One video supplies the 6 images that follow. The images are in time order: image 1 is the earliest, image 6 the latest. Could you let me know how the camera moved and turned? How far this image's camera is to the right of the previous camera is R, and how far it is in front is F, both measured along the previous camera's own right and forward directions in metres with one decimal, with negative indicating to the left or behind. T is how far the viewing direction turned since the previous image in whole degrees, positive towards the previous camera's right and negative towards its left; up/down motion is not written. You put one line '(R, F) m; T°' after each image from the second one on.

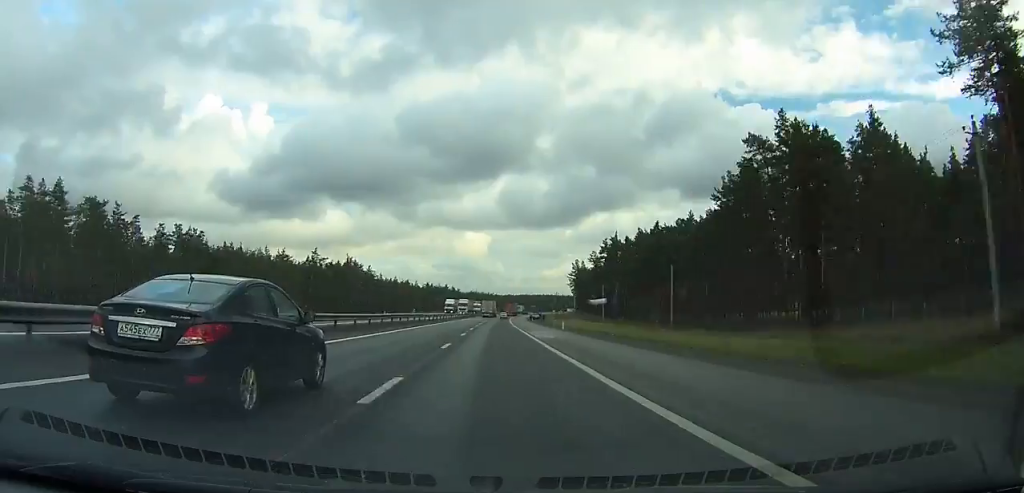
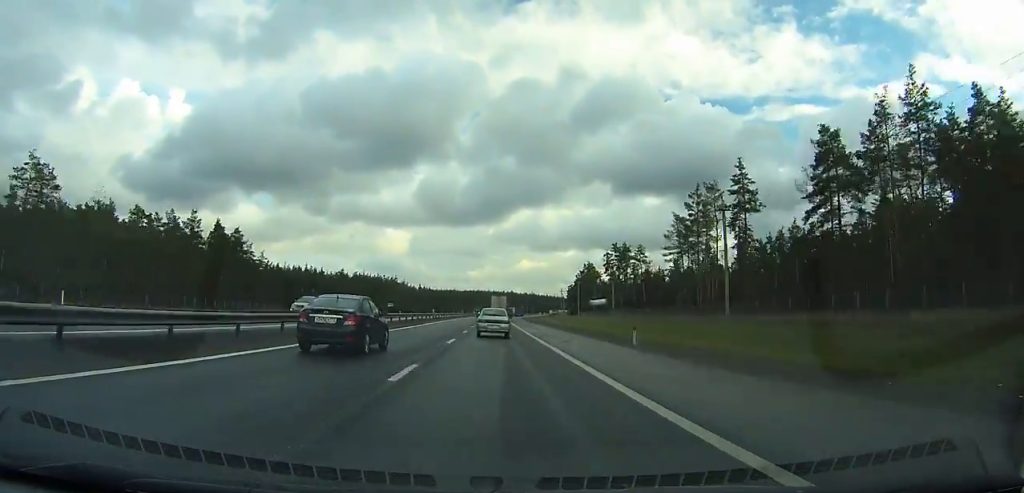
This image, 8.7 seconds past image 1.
(+13.0, +230.4) m; +7°
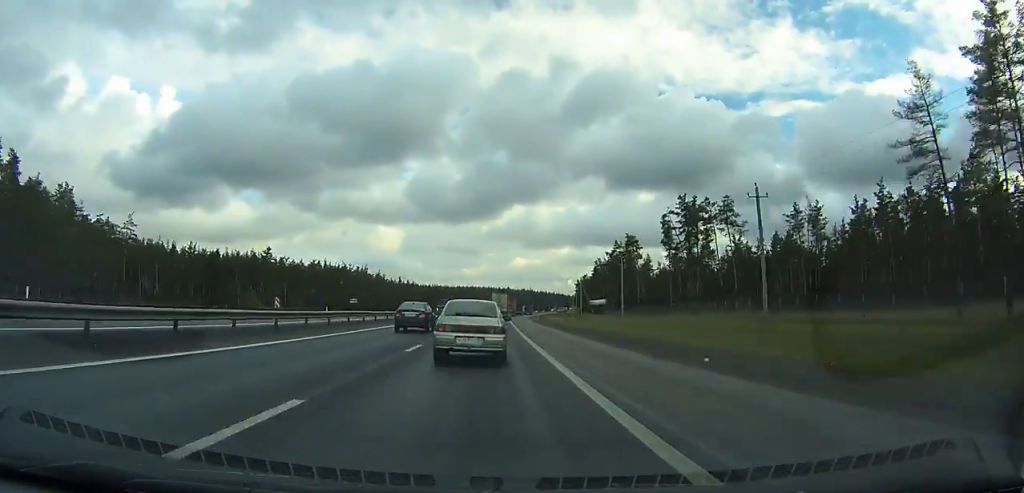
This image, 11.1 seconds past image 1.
(+1.1, +53.9) m; +1°
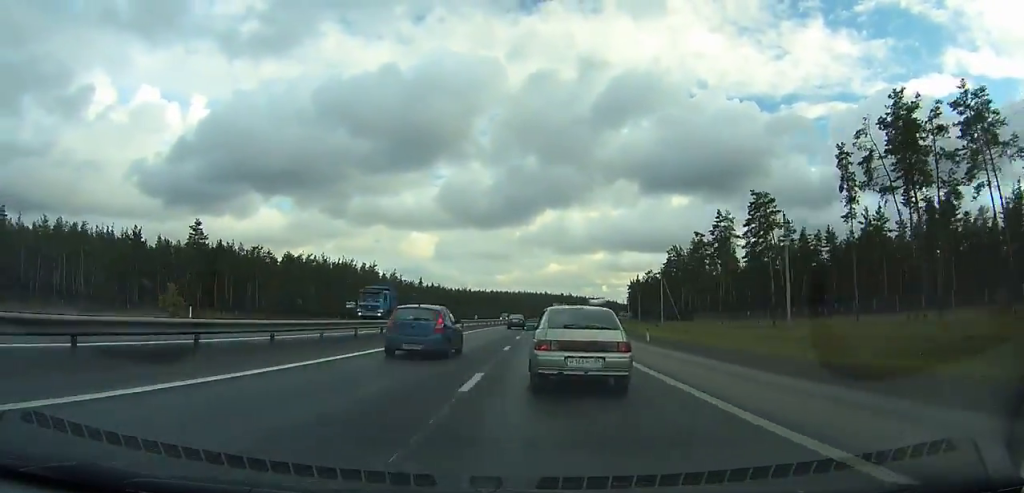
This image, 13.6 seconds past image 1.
(+0.2, +51.6) m; 0°
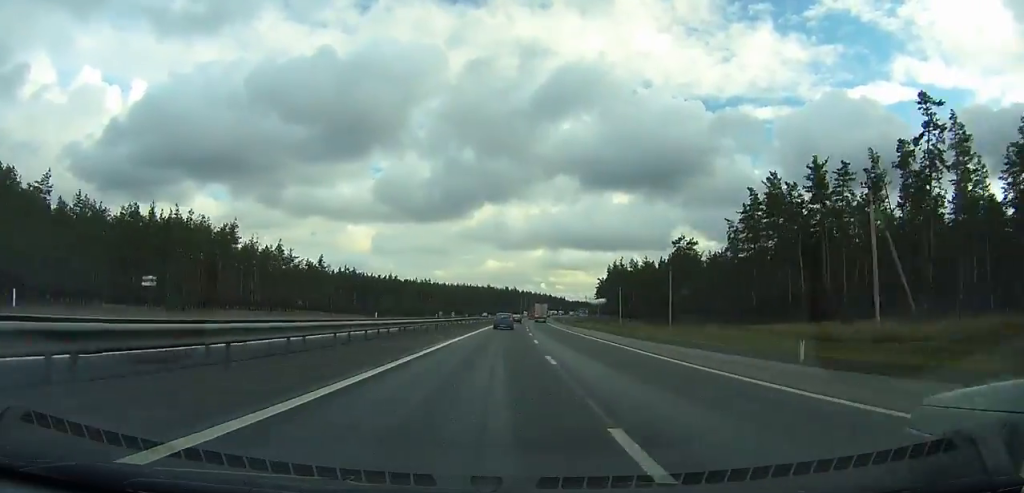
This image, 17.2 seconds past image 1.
(+0.3, +70.0) m; +3°
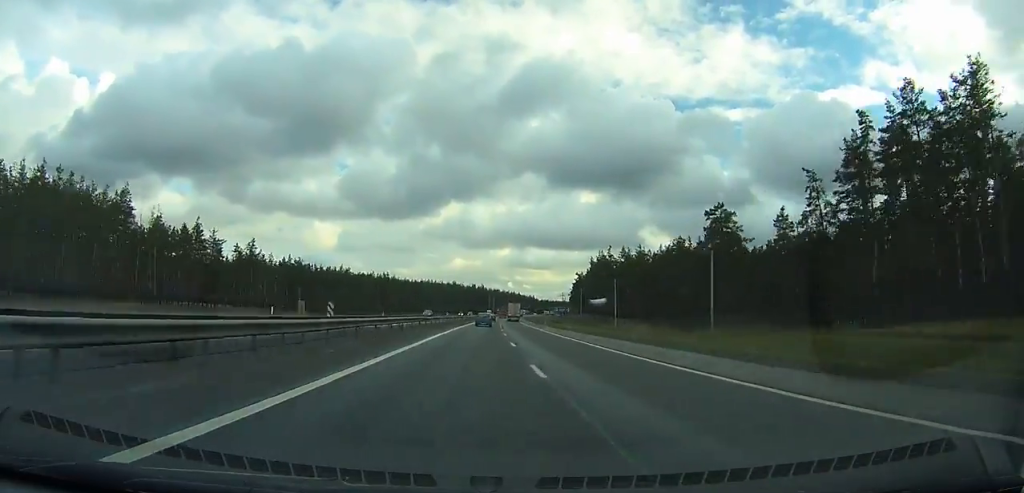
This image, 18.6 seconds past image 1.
(+0.1, +27.6) m; +2°
